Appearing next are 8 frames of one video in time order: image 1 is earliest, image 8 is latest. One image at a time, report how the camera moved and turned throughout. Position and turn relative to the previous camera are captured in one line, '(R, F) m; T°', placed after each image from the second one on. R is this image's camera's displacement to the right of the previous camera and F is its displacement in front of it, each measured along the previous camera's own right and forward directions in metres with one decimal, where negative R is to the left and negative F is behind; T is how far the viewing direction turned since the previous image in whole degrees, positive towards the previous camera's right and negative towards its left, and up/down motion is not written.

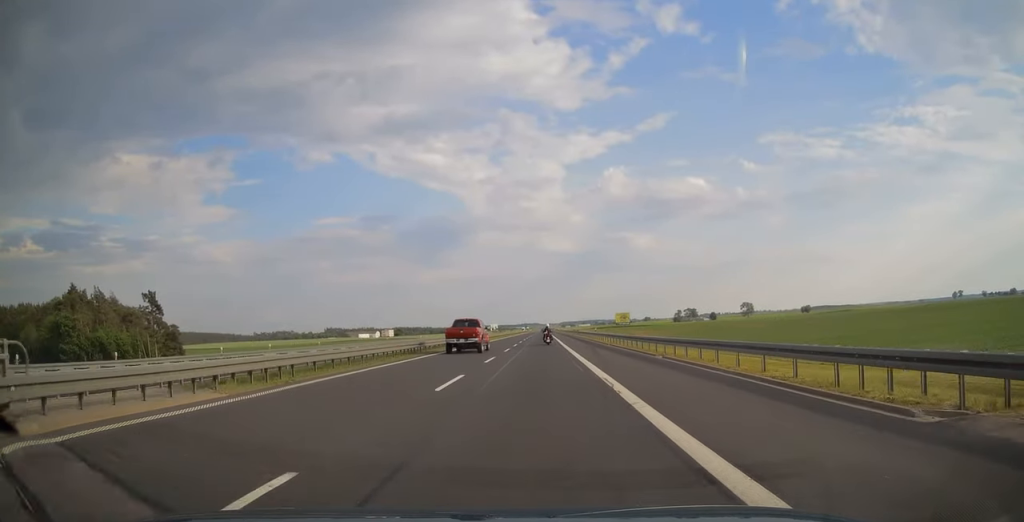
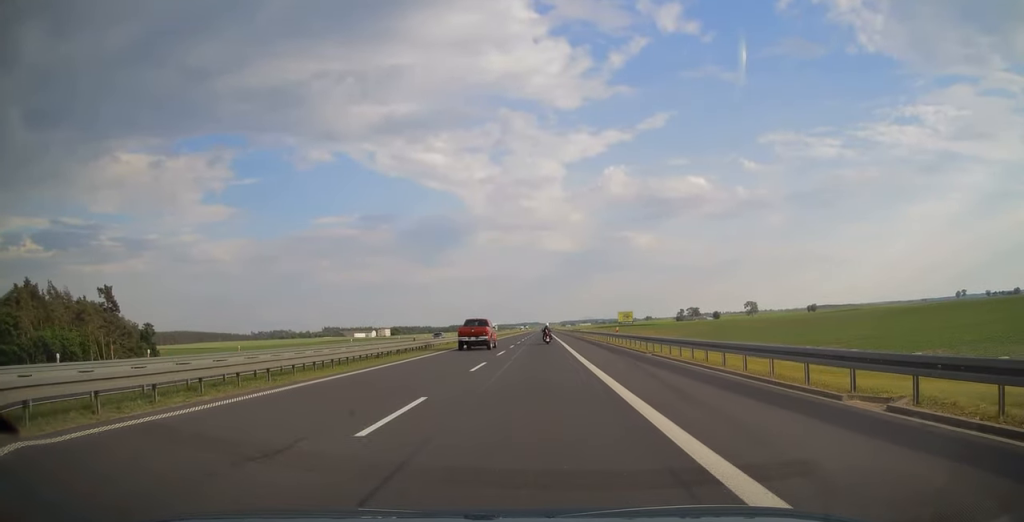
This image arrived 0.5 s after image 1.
(0.0, +17.2) m; 0°
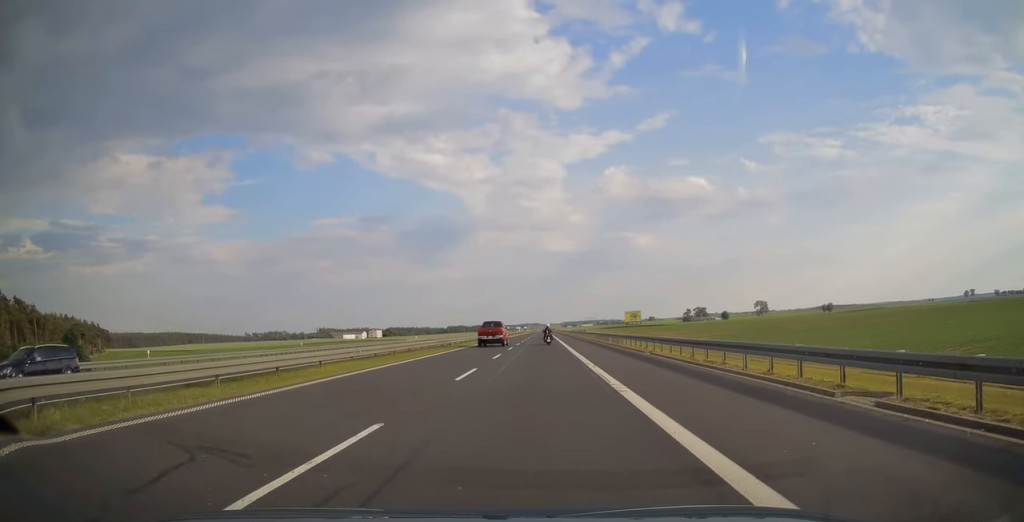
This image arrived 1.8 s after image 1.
(0.0, +39.6) m; 0°
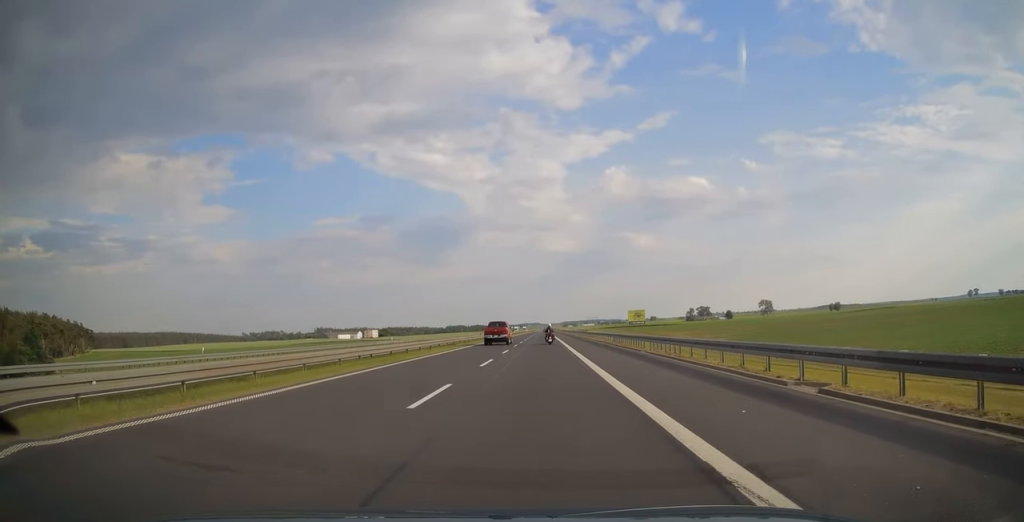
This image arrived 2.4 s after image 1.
(0.0, +17.7) m; 0°
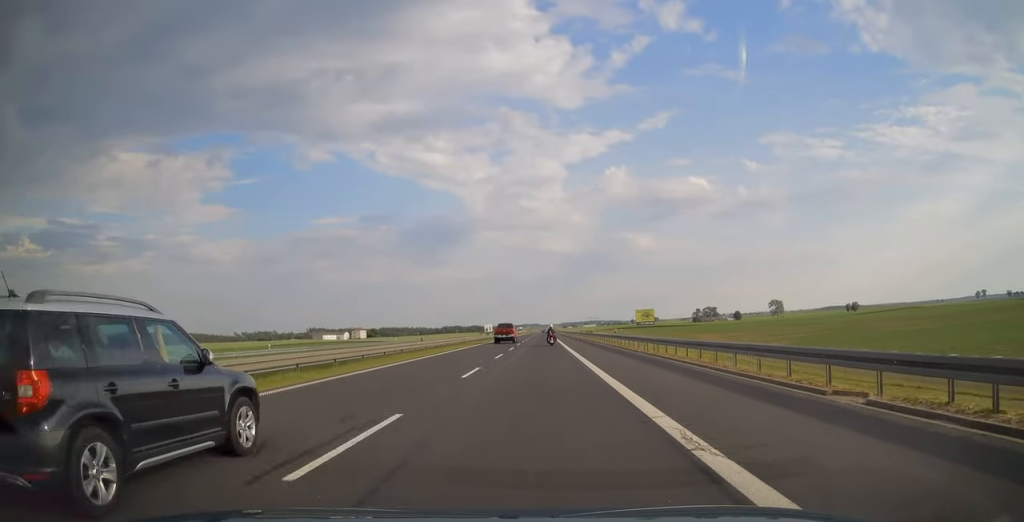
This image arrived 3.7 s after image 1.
(0.0, +41.1) m; 0°
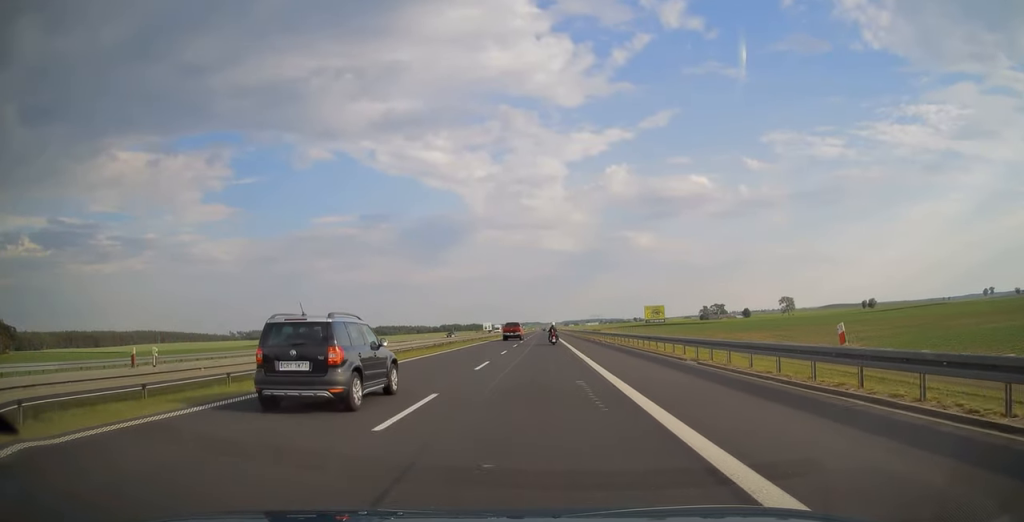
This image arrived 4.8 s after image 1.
(0.0, +32.9) m; 0°
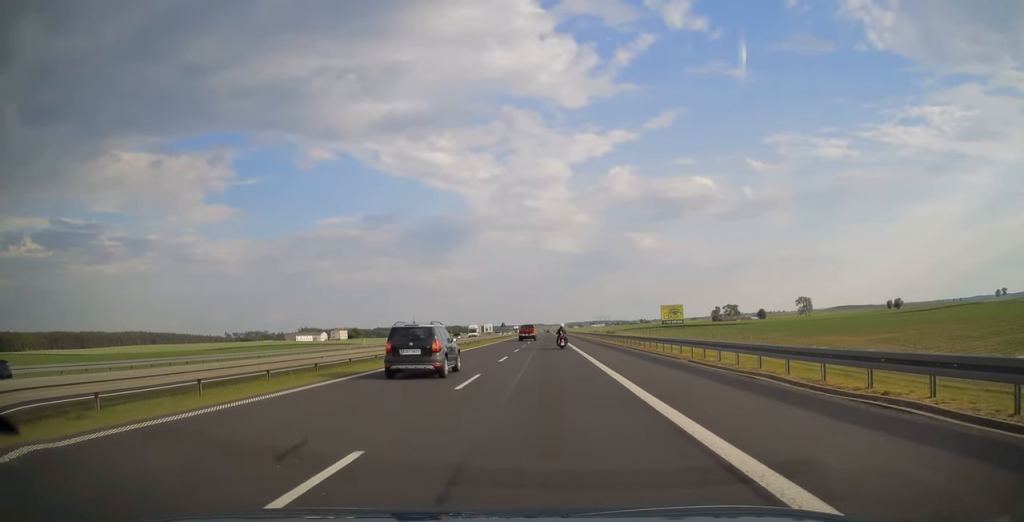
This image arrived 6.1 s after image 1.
(+0.1, +41.5) m; 0°
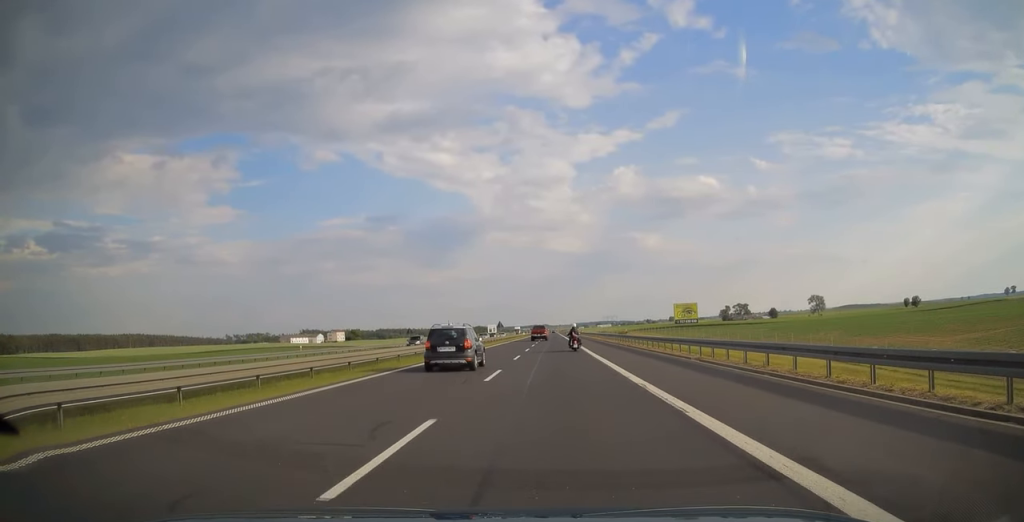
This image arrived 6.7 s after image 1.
(-0.1, +21.2) m; 0°
